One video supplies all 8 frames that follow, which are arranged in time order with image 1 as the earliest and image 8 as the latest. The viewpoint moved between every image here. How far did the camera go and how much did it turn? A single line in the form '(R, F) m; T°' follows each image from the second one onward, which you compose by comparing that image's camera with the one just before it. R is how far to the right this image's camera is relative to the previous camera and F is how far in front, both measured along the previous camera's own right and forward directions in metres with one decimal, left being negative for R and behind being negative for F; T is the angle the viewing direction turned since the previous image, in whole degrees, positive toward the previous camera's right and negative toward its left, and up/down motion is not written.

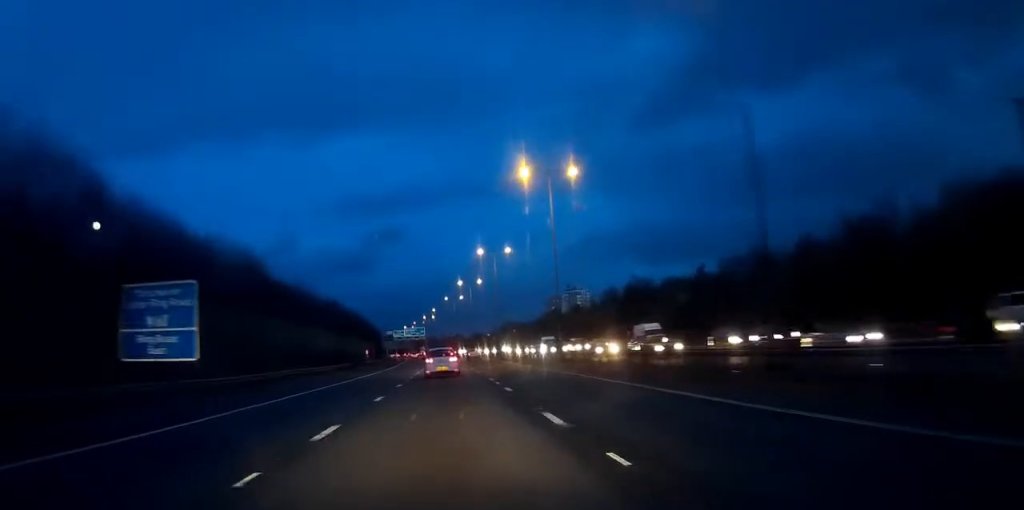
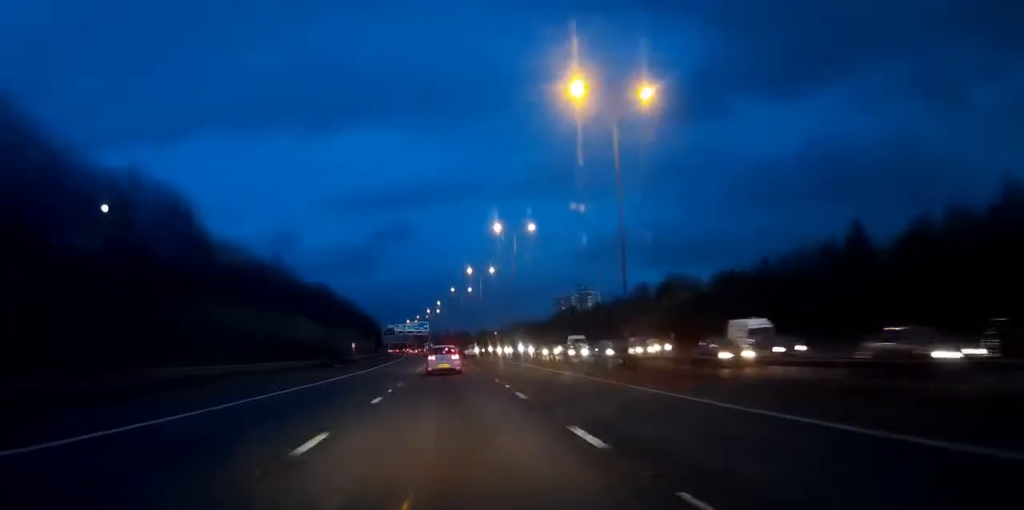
(+0.2, +20.5) m; 0°
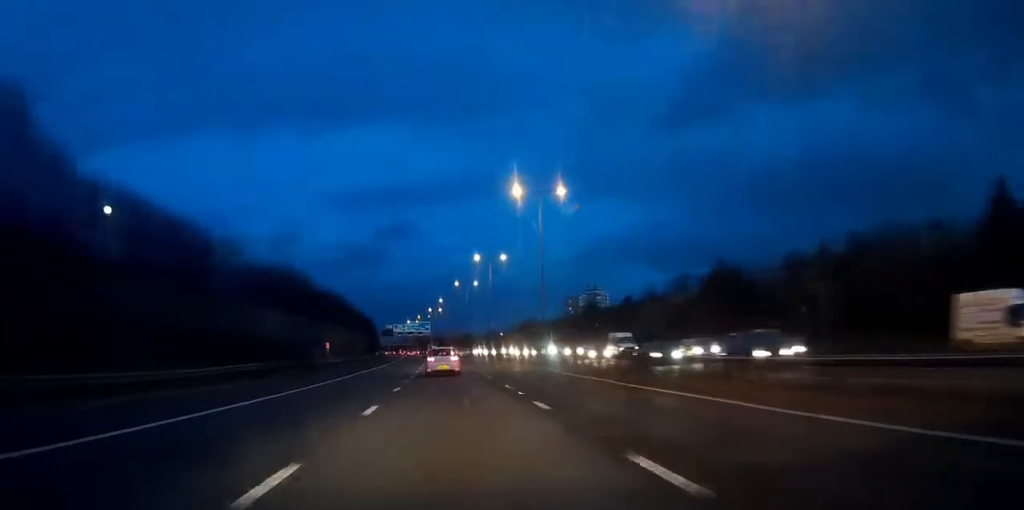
(0.0, +21.4) m; 0°
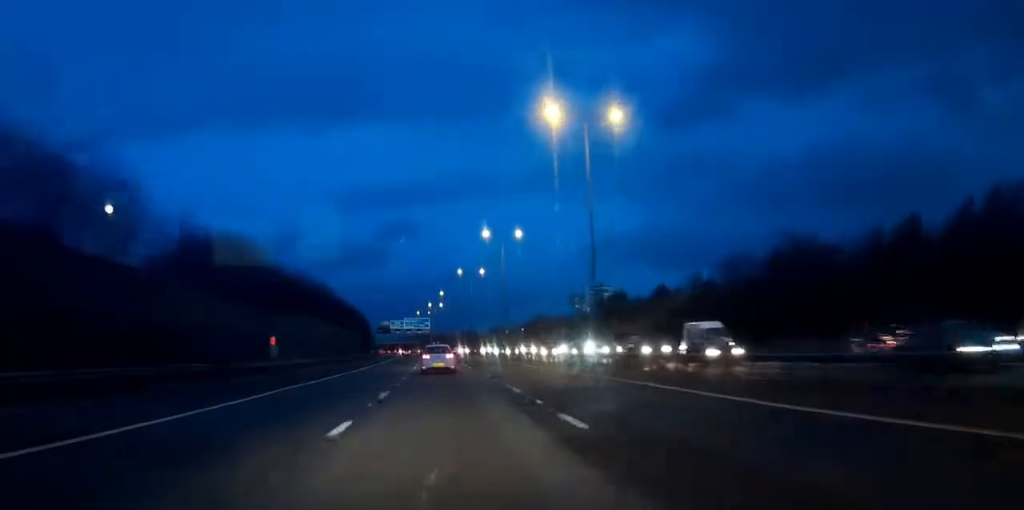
(-0.2, +22.4) m; -1°
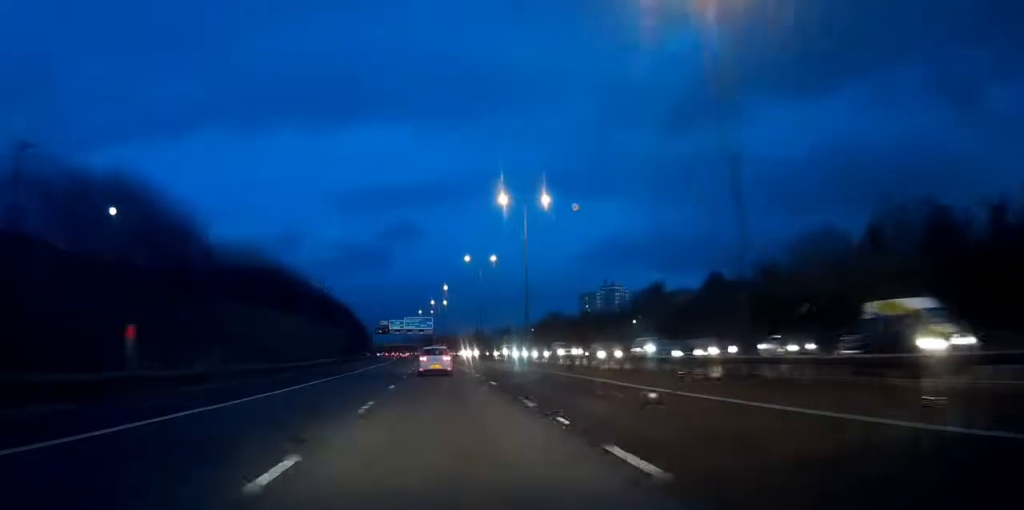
(0.0, +22.4) m; 0°
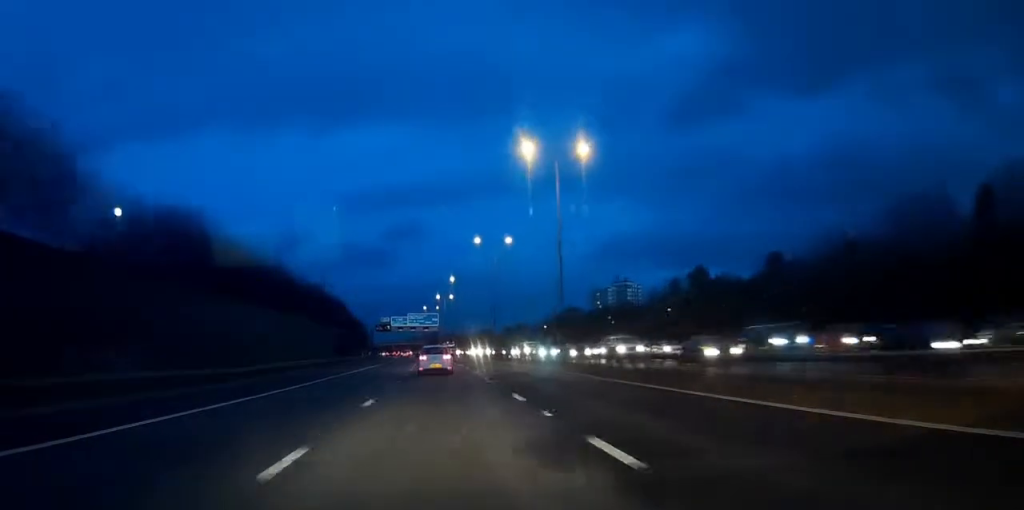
(-0.1, +17.5) m; 0°
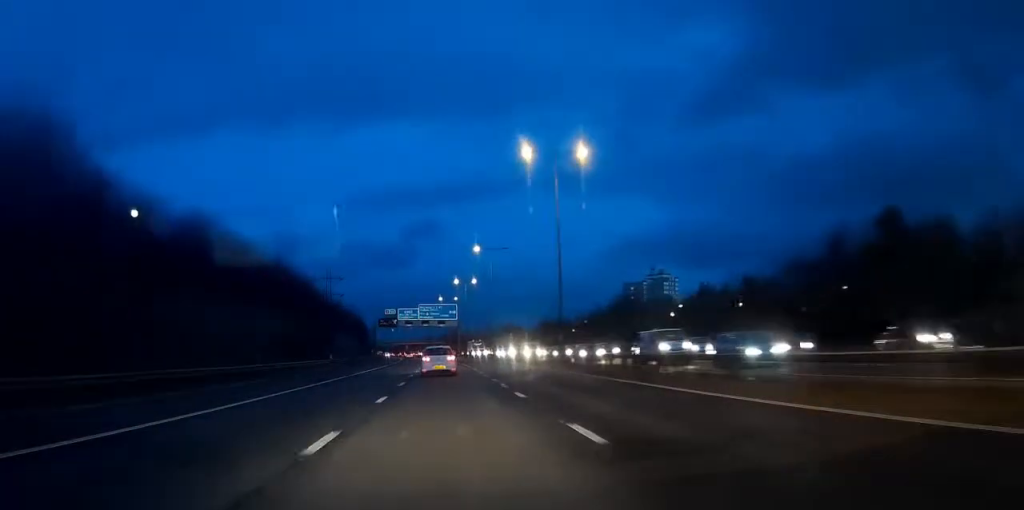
(-0.2, +43.6) m; -1°
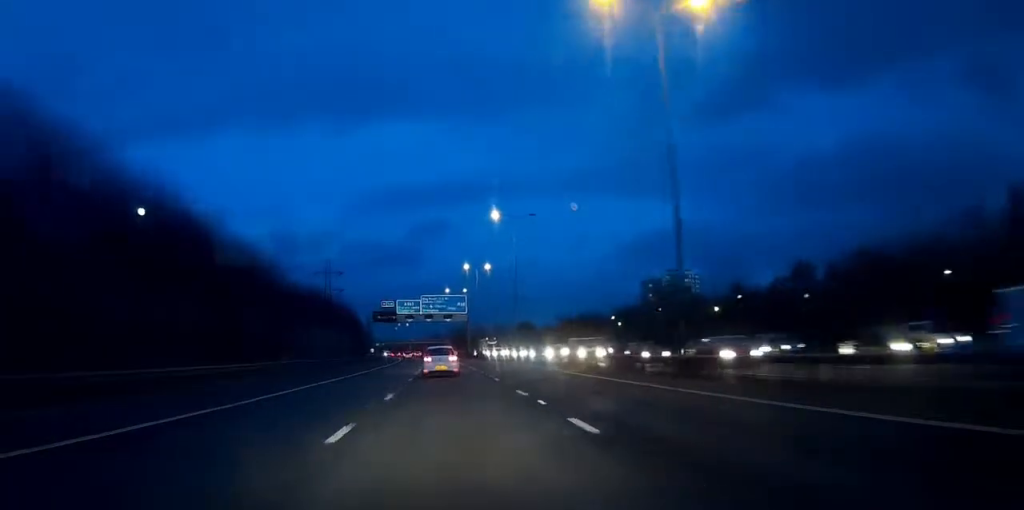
(-0.3, +25.8) m; -3°
